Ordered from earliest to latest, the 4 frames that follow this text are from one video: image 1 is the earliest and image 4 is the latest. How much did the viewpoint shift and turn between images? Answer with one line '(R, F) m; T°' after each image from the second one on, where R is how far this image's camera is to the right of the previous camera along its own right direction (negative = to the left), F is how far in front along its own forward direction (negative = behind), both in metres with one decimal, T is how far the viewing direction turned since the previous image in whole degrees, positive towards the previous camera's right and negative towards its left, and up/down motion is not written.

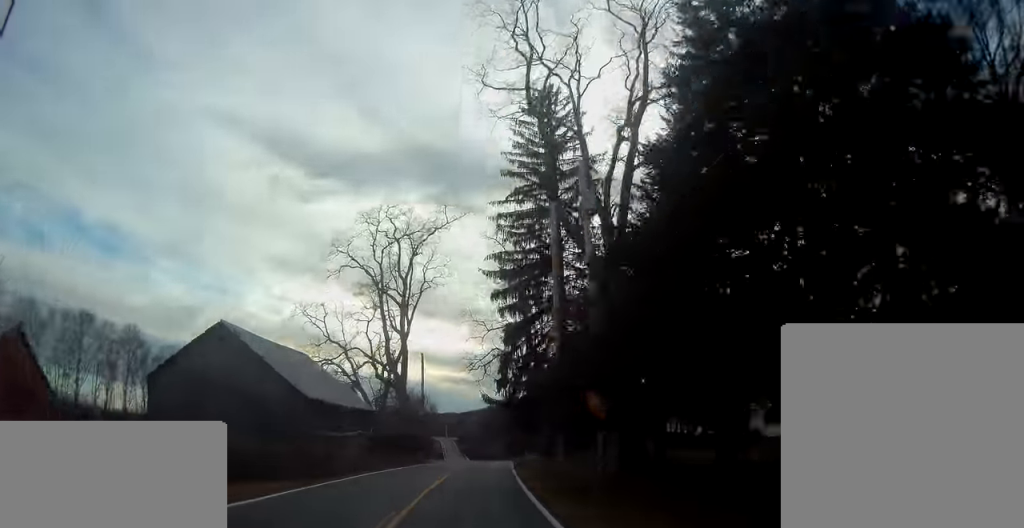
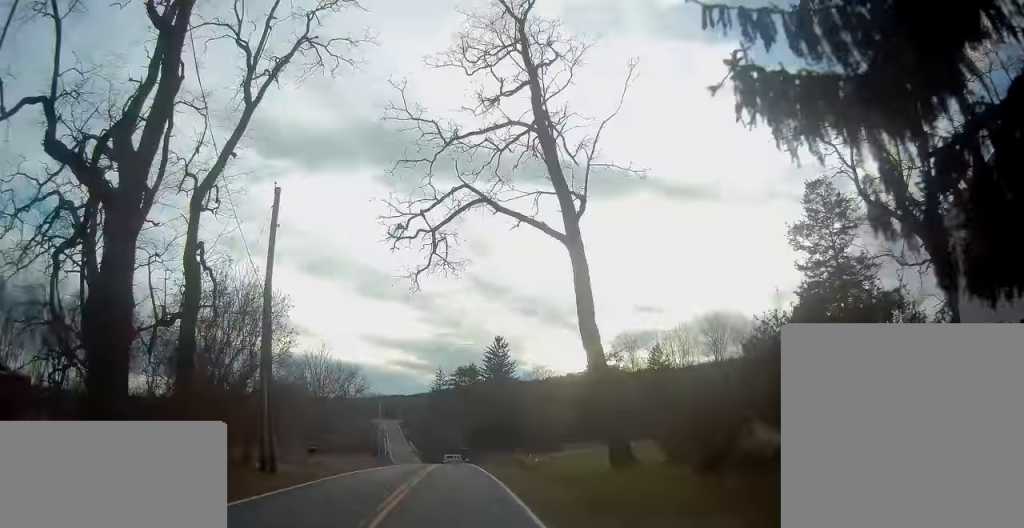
(+1.7, +40.5) m; +4°
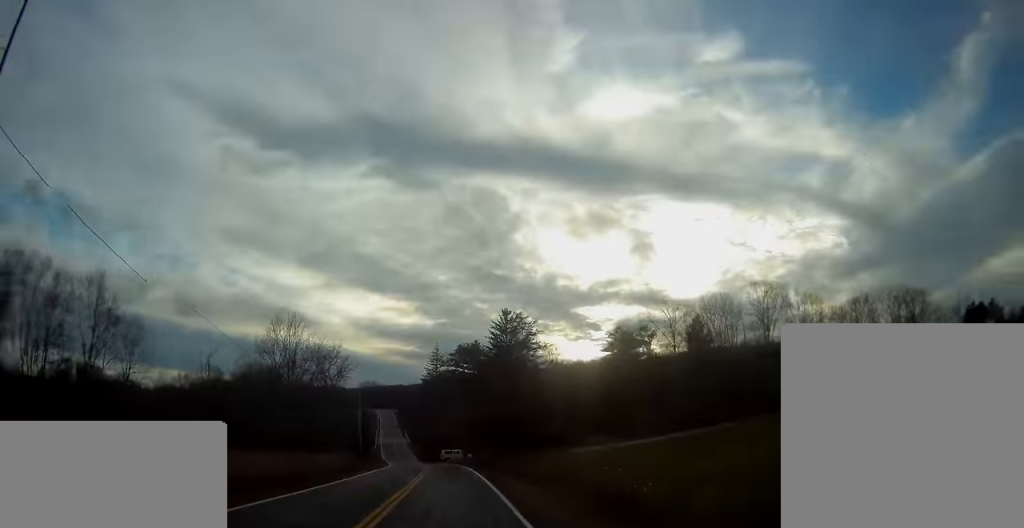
(+0.2, +22.1) m; -1°
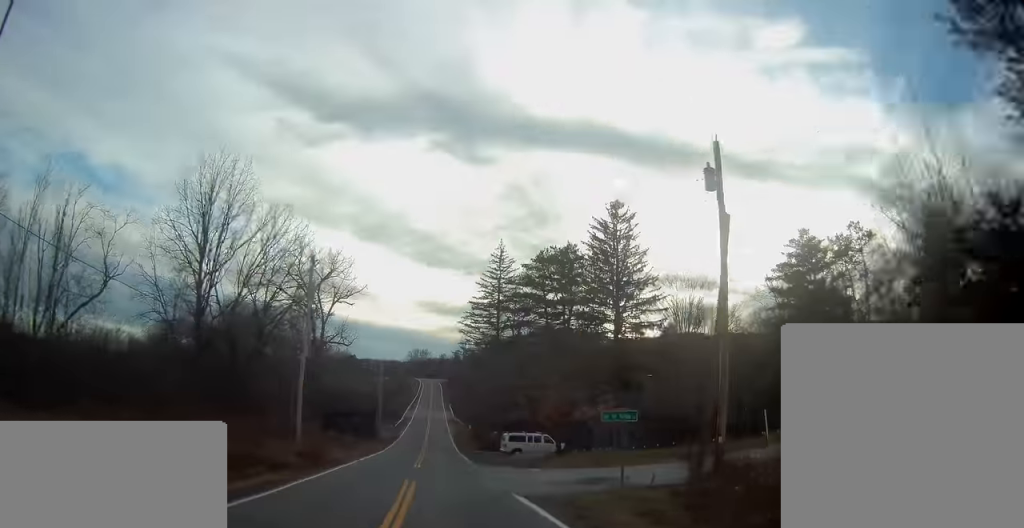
(-1.4, +49.9) m; -3°
